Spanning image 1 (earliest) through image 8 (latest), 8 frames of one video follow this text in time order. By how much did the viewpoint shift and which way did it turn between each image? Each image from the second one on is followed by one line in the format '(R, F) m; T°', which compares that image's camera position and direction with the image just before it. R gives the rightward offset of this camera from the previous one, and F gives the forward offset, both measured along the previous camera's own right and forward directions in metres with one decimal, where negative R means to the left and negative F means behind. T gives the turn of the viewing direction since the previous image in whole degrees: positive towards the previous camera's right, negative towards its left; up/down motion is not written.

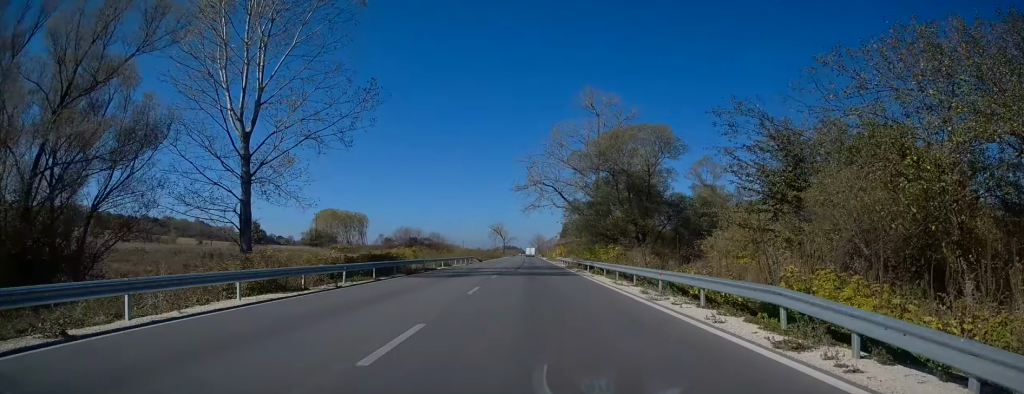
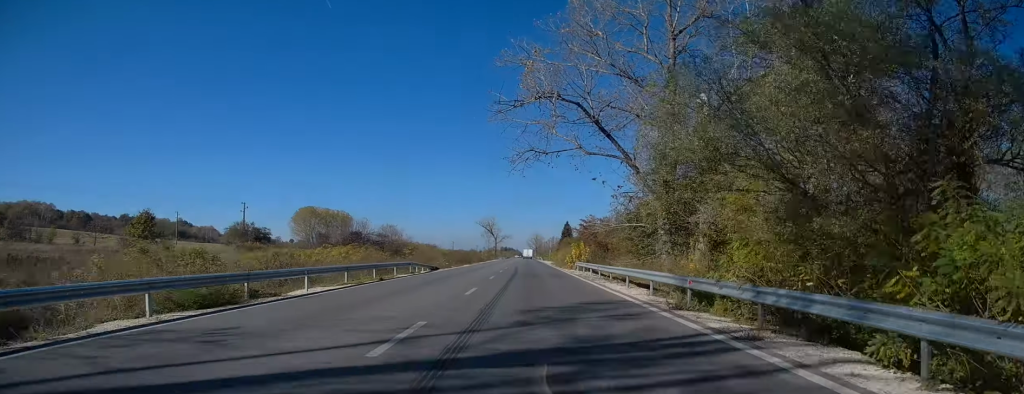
(+0.3, +36.3) m; 0°
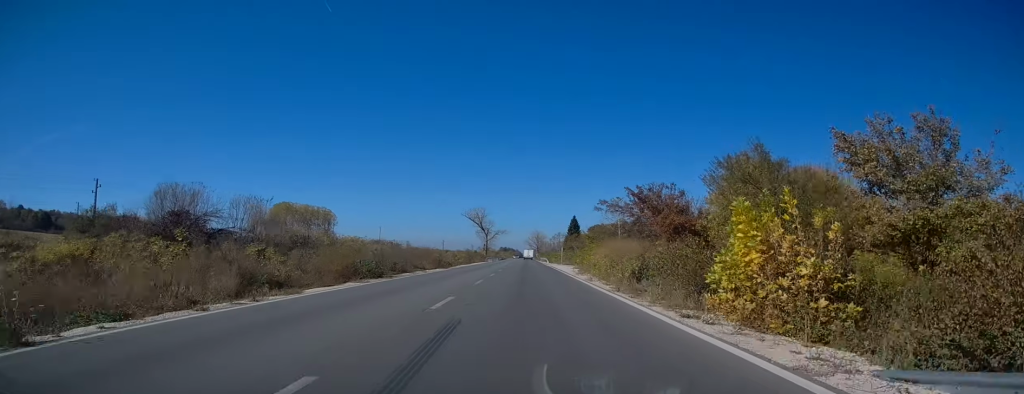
(+0.2, +39.4) m; 0°
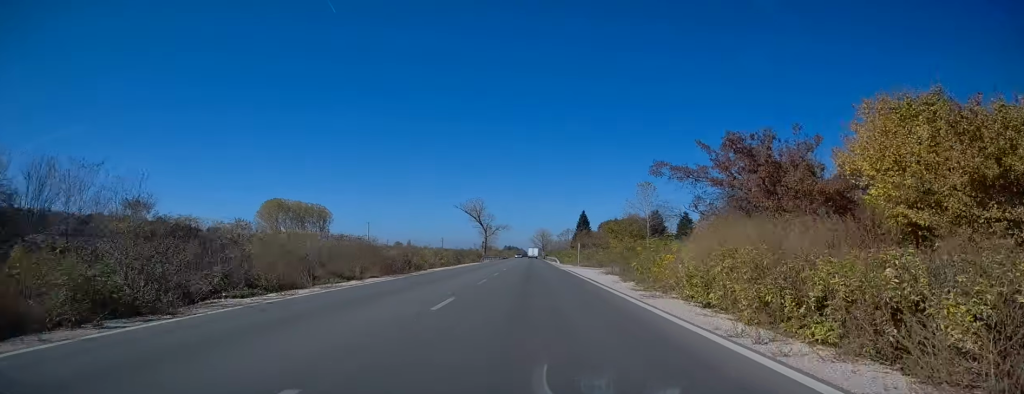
(-0.2, +17.3) m; 0°
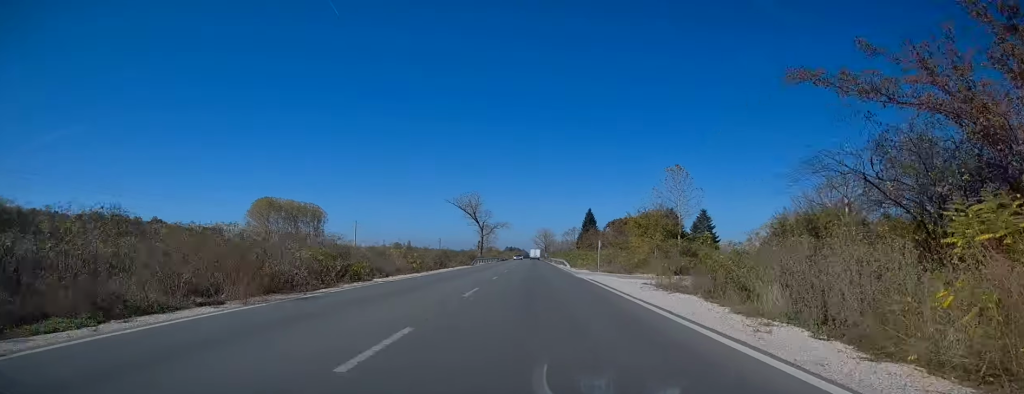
(-0.1, +14.1) m; 0°
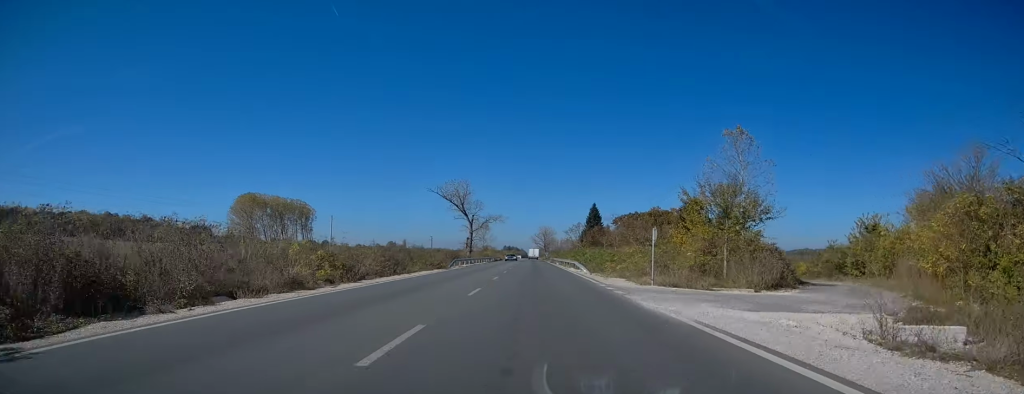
(+0.2, +18.4) m; 0°
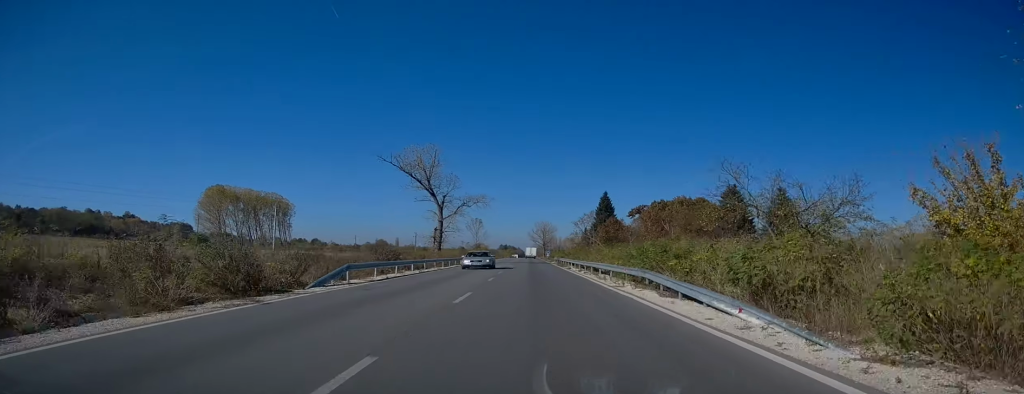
(-0.3, +28.5) m; 0°
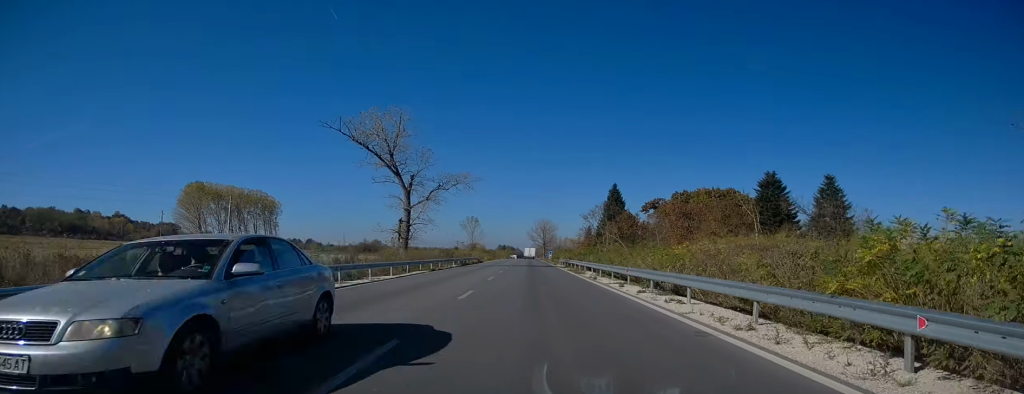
(+0.2, +16.8) m; +1°
